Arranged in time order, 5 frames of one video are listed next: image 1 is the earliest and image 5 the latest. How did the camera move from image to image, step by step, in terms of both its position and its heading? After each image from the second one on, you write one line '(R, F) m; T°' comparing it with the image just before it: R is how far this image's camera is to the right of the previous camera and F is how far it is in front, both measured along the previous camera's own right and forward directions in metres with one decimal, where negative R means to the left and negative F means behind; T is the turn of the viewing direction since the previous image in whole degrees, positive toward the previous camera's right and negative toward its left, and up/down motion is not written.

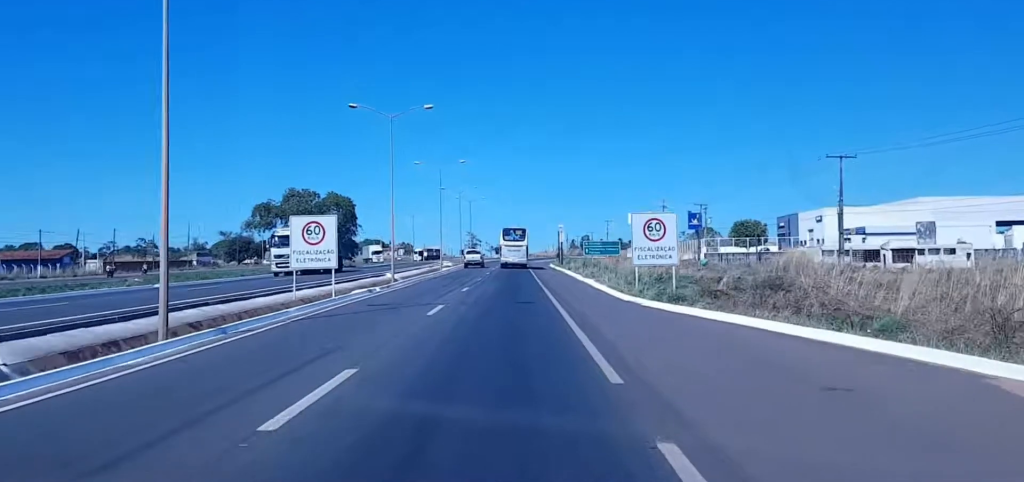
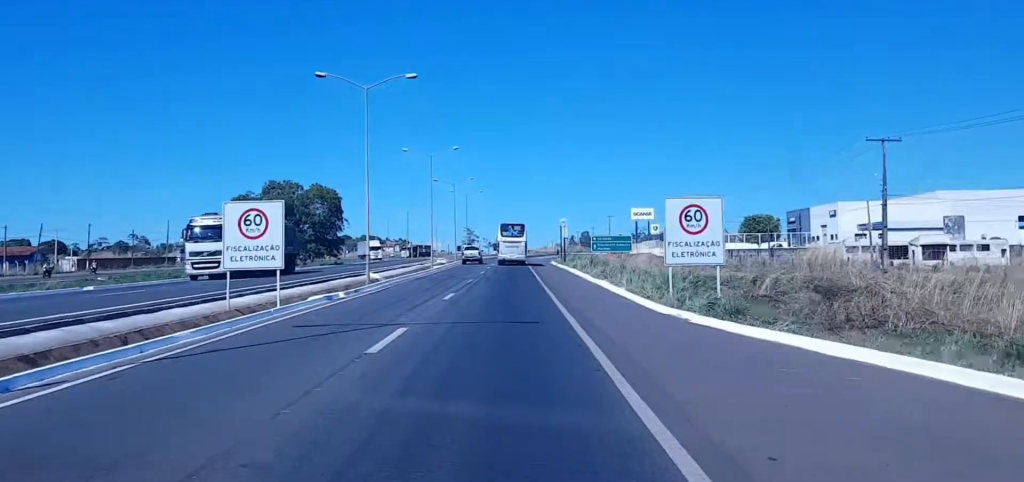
(-0.2, +9.7) m; -1°
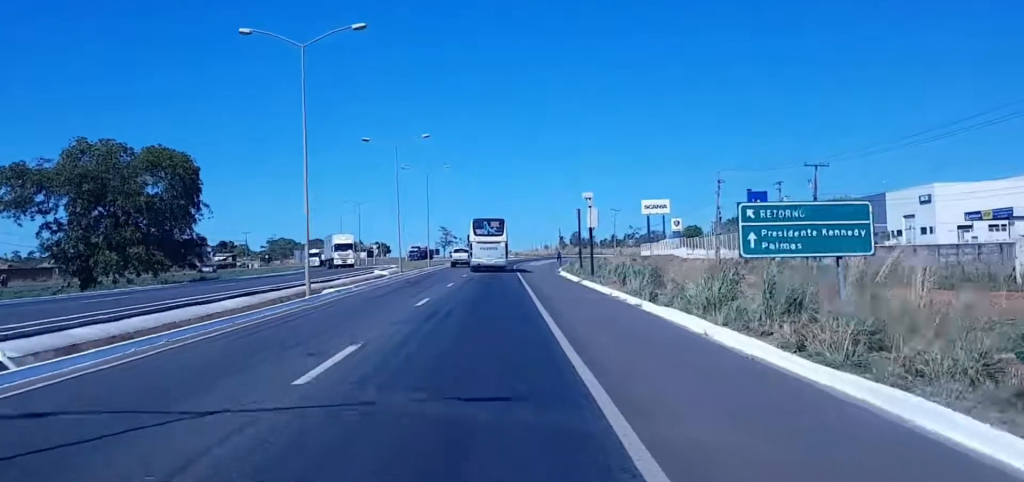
(0.0, +50.2) m; +1°
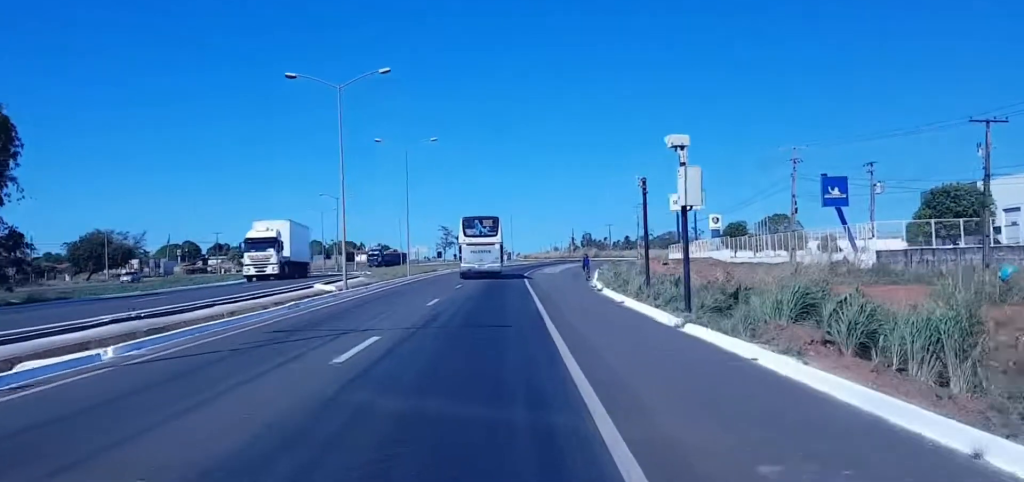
(-1.1, +27.8) m; -4°
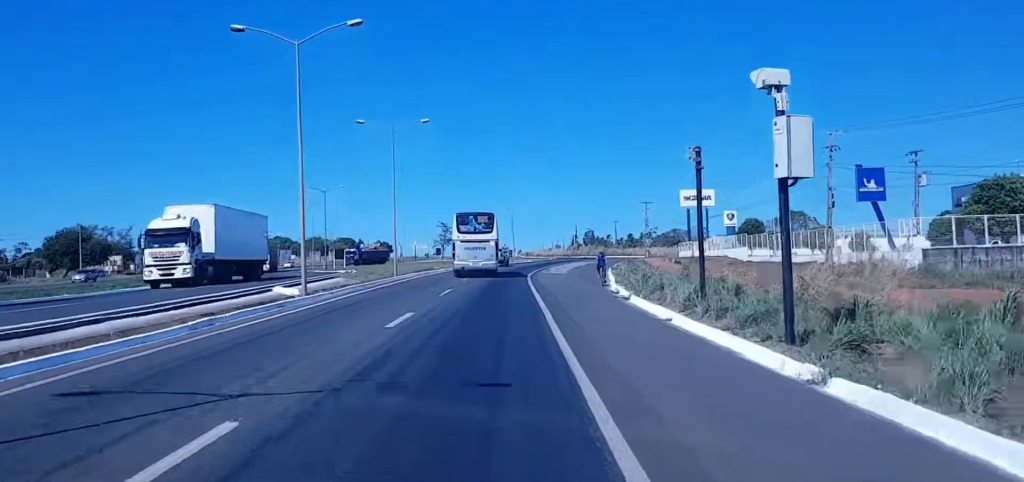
(0.0, +9.9) m; +1°
